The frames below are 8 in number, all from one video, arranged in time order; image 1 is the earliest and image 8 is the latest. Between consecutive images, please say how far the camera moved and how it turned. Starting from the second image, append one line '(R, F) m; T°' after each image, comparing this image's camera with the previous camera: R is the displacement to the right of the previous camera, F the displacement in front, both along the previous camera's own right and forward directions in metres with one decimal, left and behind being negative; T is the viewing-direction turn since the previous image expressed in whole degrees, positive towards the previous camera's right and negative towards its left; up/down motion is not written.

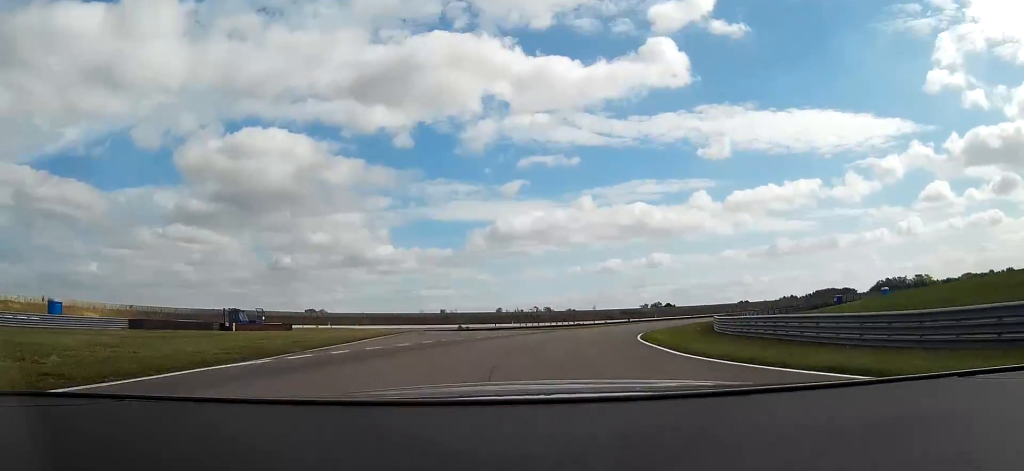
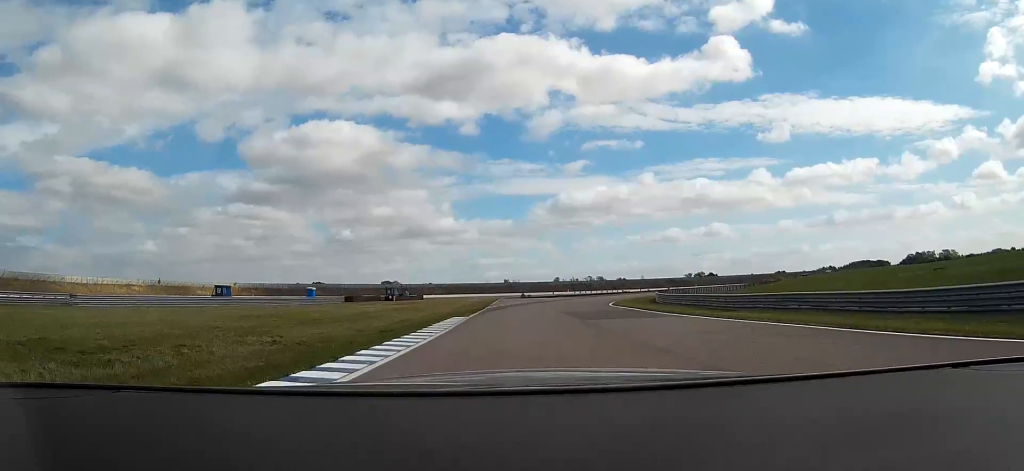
(-2.3, +46.1) m; -6°
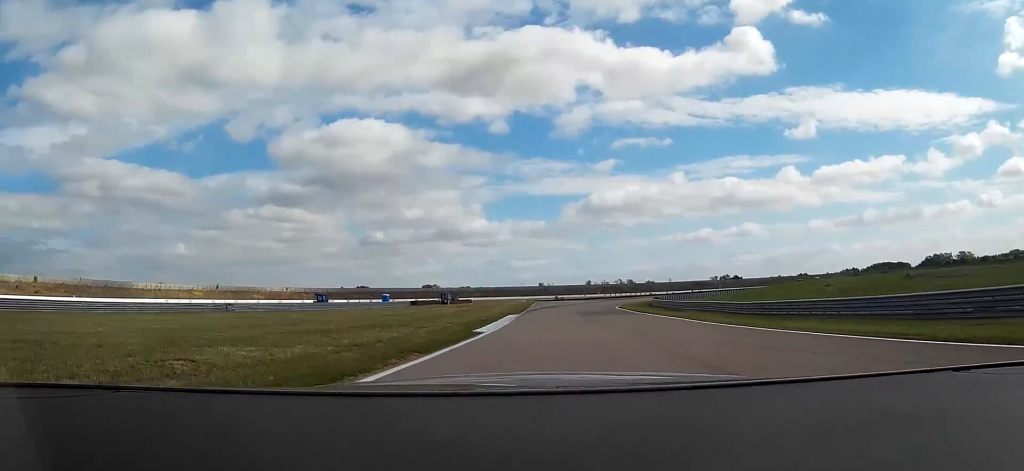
(-0.7, +24.5) m; -4°
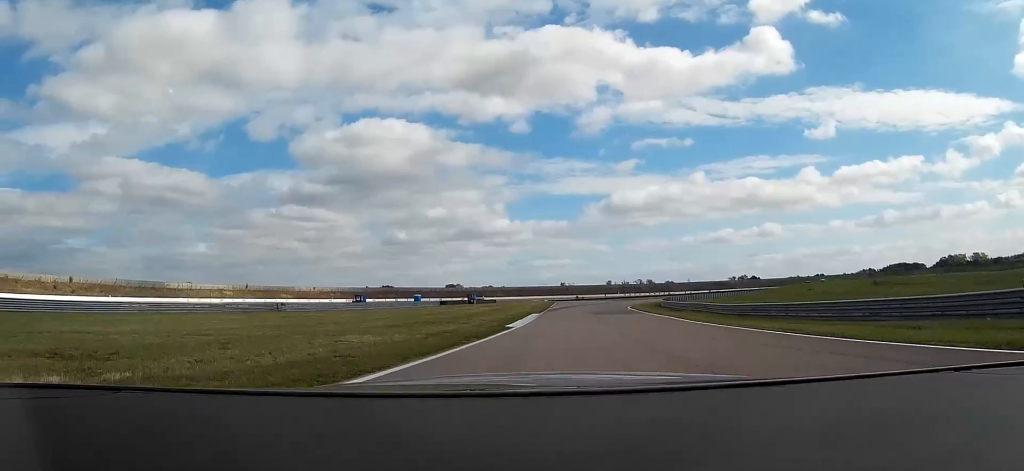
(+0.1, +9.6) m; -2°
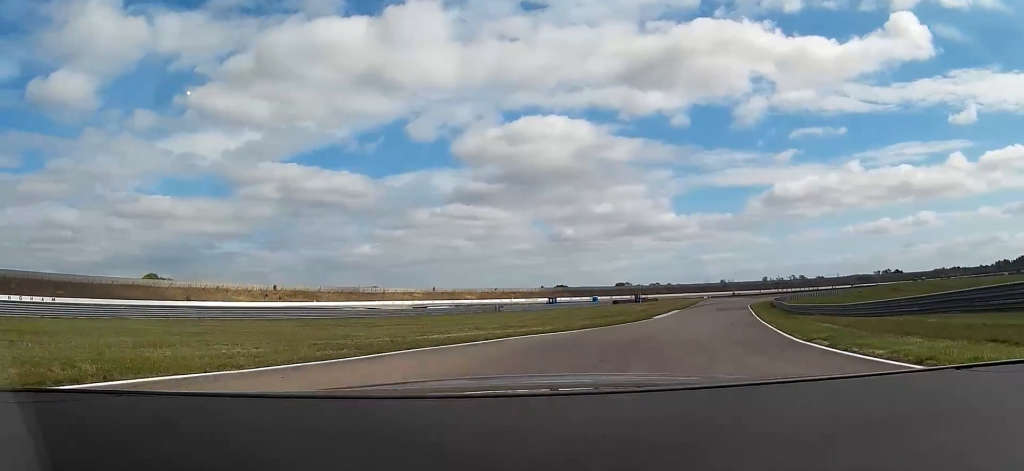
(-4.4, +34.2) m; -16°
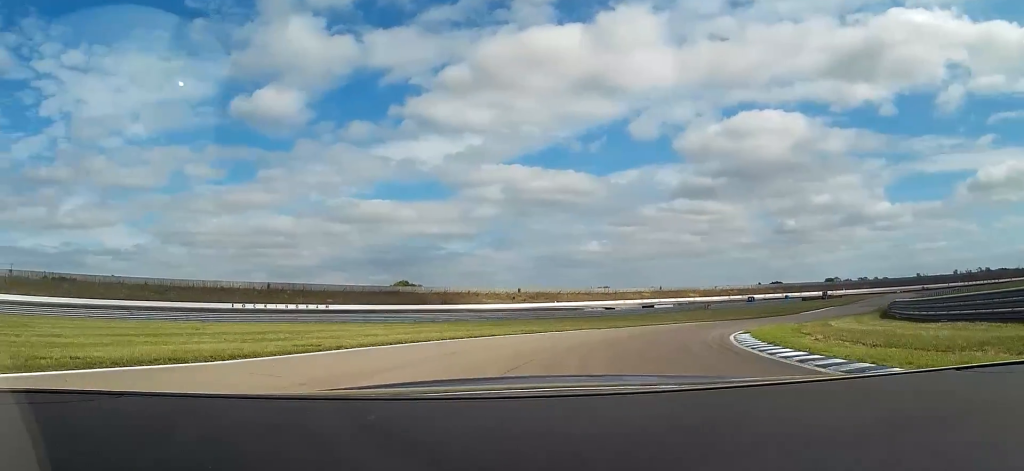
(-6.3, +35.3) m; -22°
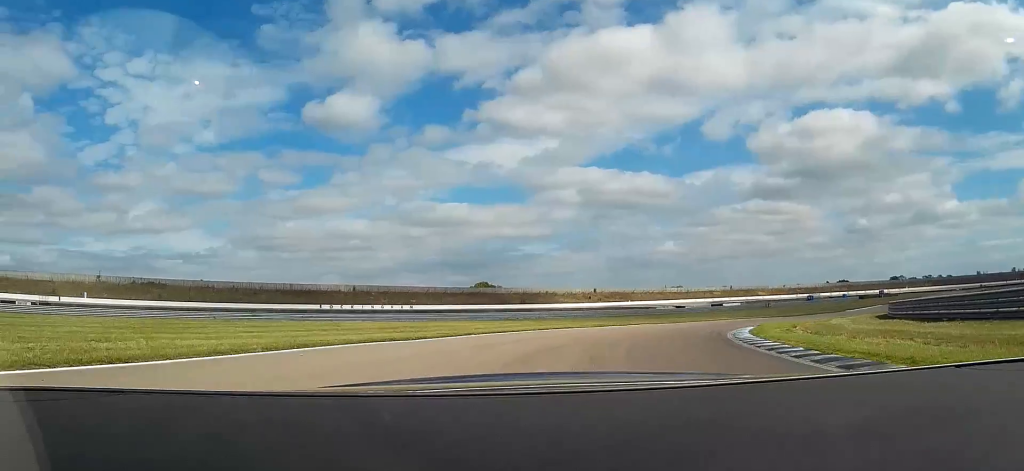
(-0.5, +10.8) m; -8°
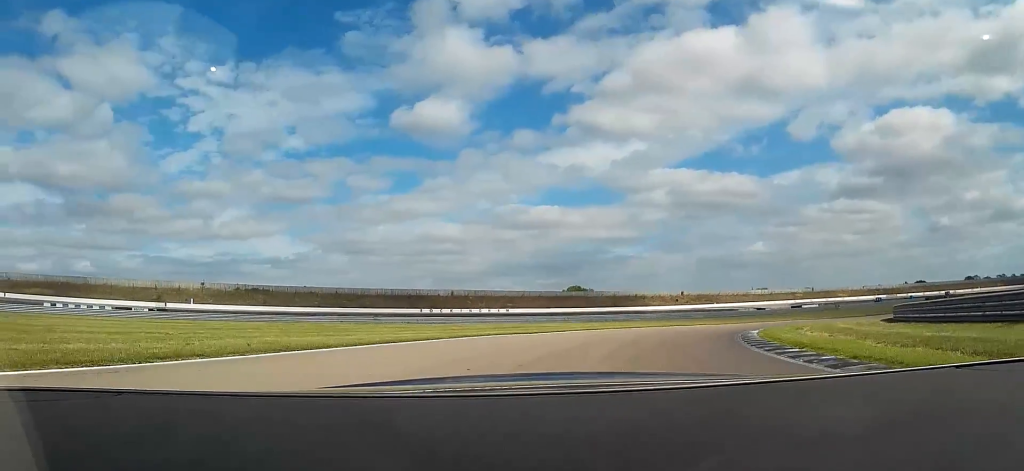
(-1.3, +11.4) m; -10°
